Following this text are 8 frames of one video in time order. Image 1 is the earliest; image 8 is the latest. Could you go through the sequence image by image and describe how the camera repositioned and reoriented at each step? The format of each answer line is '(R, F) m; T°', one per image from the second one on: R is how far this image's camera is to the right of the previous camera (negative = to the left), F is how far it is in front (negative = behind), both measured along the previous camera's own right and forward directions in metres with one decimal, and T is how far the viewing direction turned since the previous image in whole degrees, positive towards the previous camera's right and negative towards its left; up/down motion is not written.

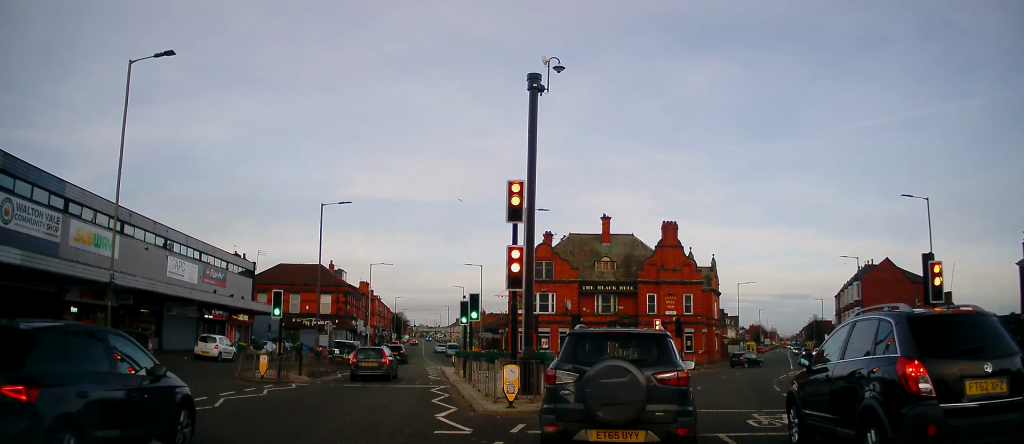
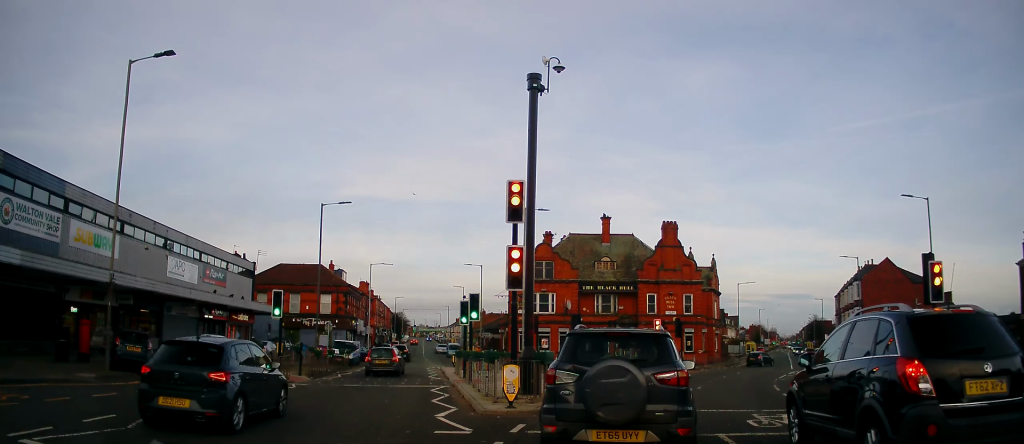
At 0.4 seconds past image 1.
(0.0, 0.0) m; 0°
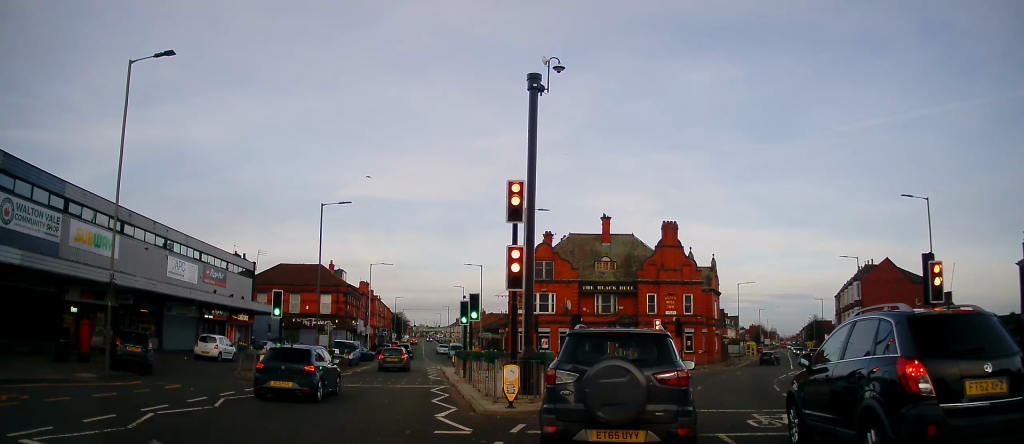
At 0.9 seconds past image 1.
(0.0, 0.0) m; 0°
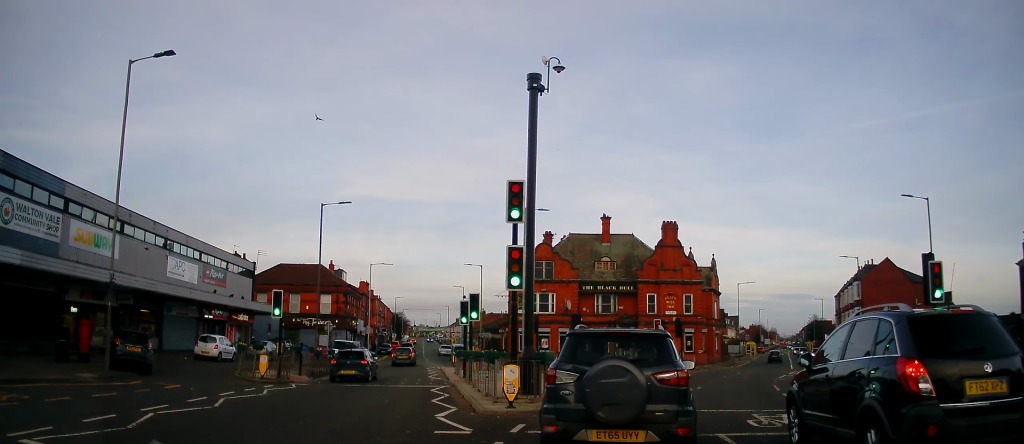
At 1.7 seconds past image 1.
(0.0, 0.0) m; 0°
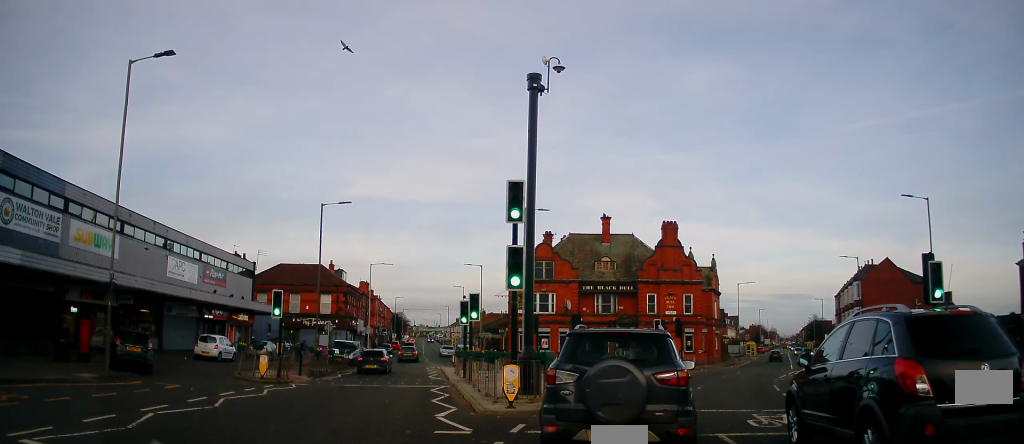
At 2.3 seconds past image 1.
(0.0, 0.0) m; 0°
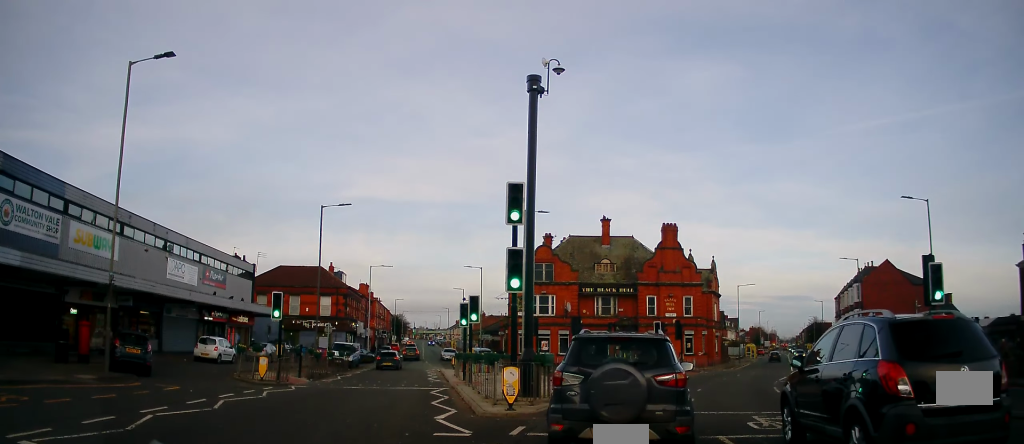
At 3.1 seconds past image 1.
(0.0, 0.0) m; 0°
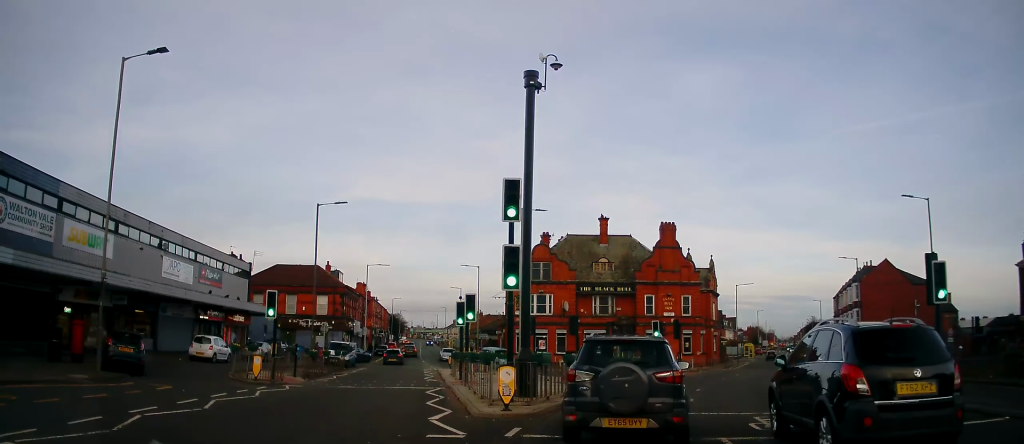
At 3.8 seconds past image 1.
(0.0, 0.0) m; 0°
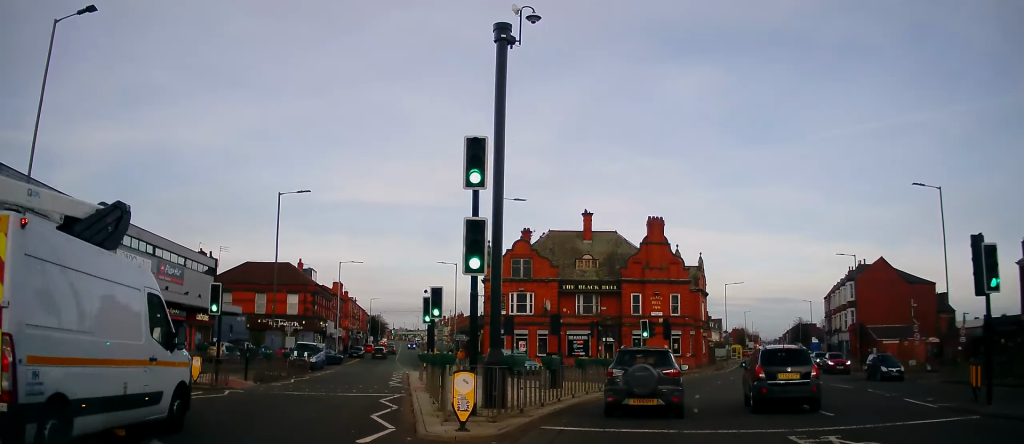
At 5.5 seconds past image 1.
(-0.2, +2.0) m; -3°
